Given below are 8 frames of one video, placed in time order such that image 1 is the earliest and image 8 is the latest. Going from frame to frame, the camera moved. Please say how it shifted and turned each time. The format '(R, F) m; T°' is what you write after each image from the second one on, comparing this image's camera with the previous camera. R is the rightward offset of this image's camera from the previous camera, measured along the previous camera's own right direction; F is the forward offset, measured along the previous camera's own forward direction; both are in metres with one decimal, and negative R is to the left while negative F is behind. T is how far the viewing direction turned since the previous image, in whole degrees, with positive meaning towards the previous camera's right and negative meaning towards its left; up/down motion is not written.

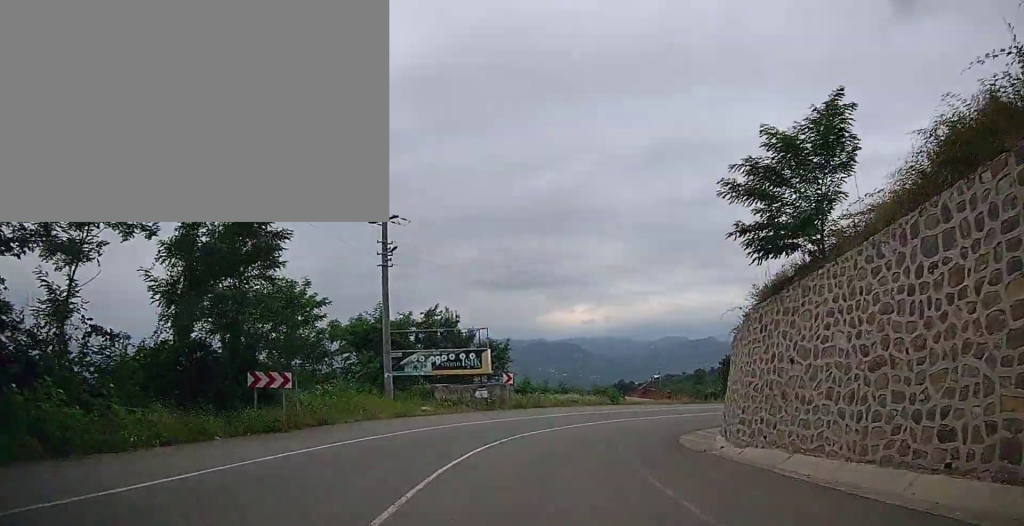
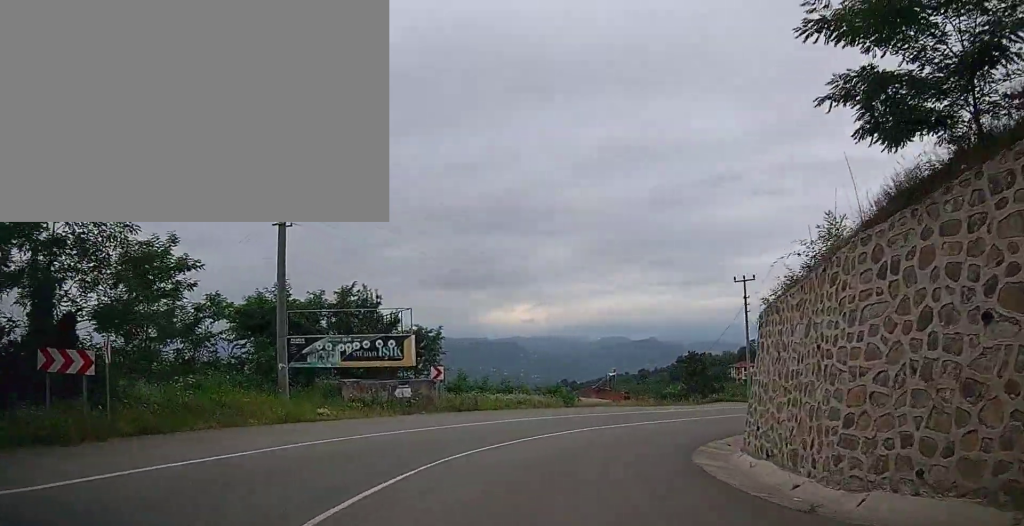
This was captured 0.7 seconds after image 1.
(+0.1, +7.4) m; +5°
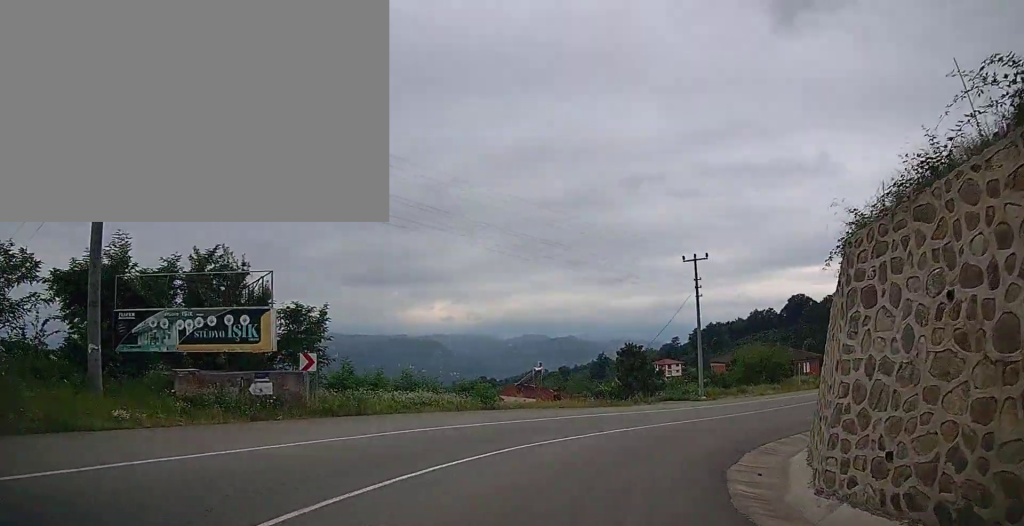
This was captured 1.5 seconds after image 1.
(+0.7, +7.5) m; +9°
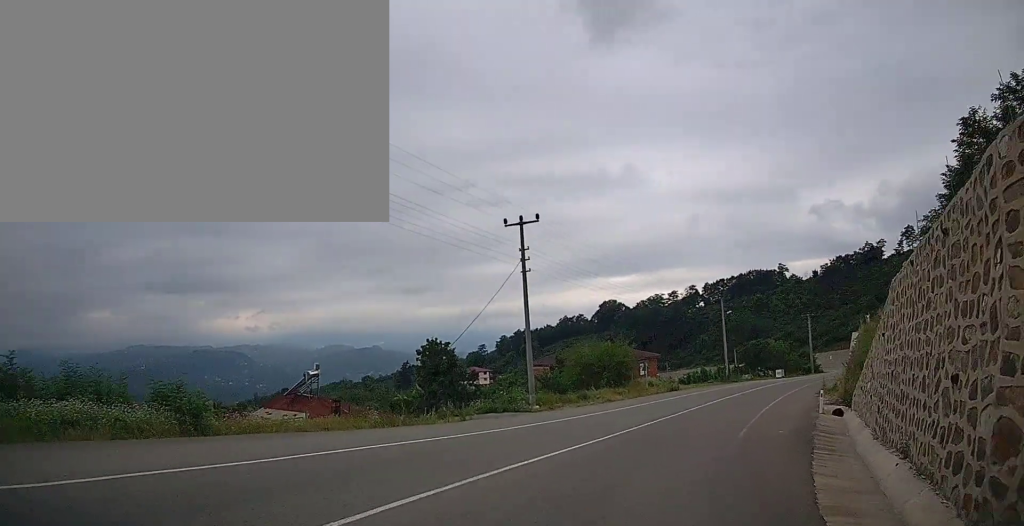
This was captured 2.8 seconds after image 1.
(+1.3, +11.1) m; +19°
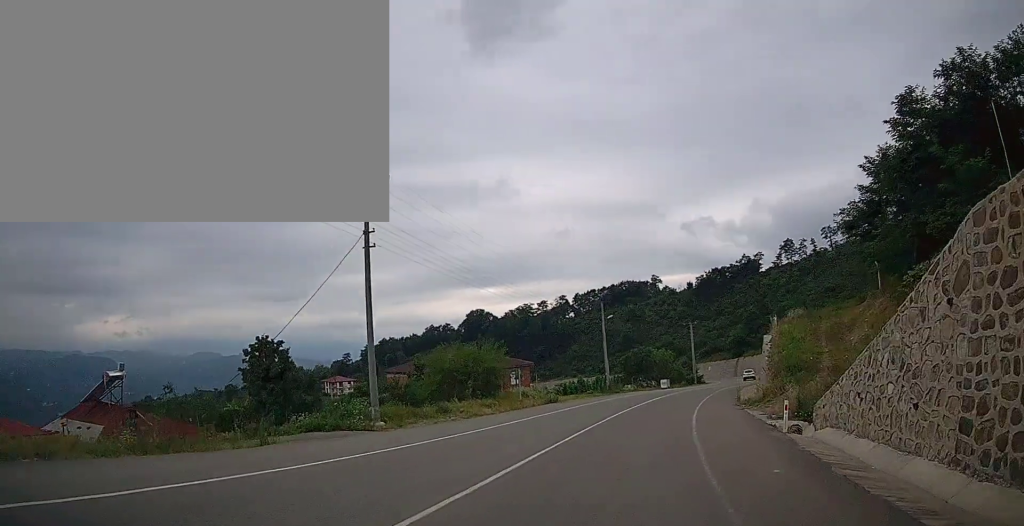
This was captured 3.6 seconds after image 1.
(+1.2, +6.8) m; +14°
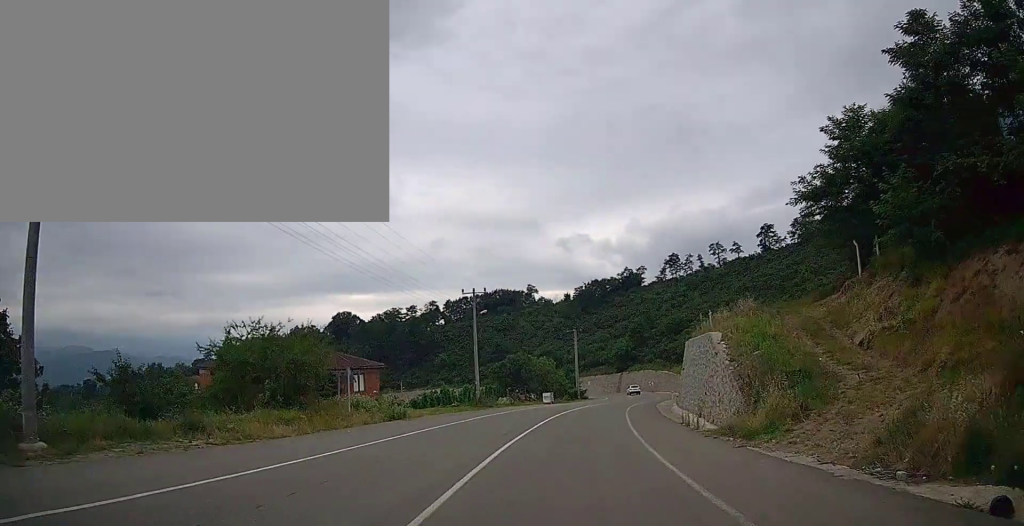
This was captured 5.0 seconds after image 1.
(+1.9, +11.7) m; +15°
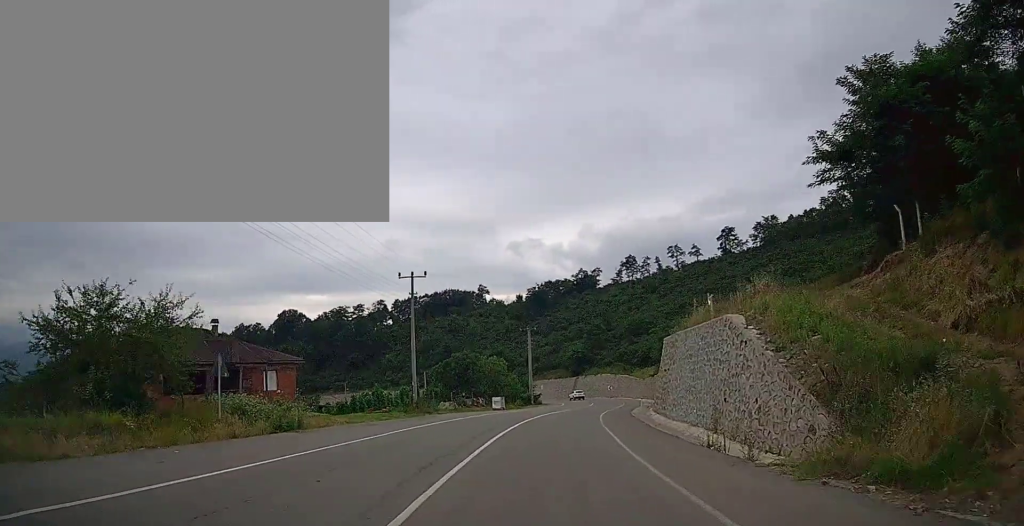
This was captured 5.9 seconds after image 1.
(+0.4, +7.5) m; +5°
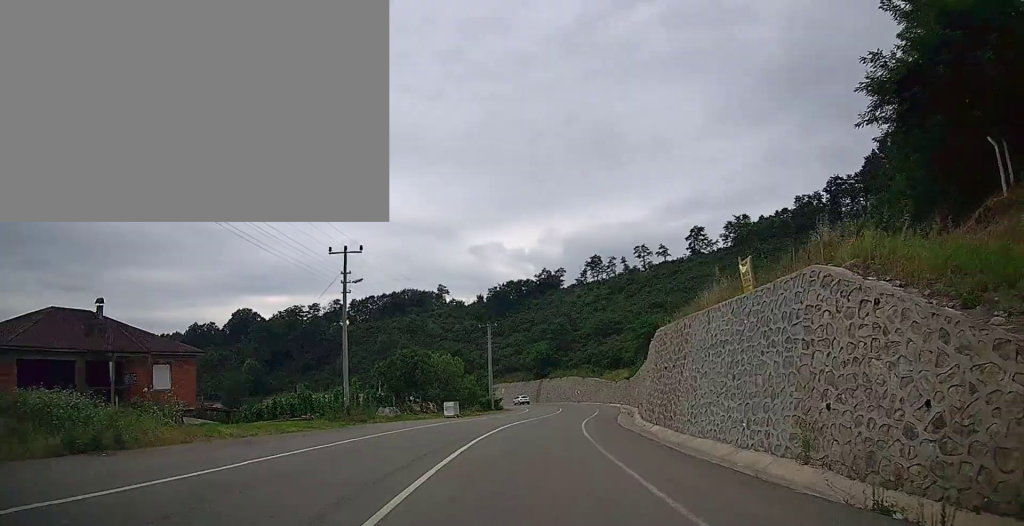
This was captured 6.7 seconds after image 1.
(+0.2, +8.2) m; +4°
